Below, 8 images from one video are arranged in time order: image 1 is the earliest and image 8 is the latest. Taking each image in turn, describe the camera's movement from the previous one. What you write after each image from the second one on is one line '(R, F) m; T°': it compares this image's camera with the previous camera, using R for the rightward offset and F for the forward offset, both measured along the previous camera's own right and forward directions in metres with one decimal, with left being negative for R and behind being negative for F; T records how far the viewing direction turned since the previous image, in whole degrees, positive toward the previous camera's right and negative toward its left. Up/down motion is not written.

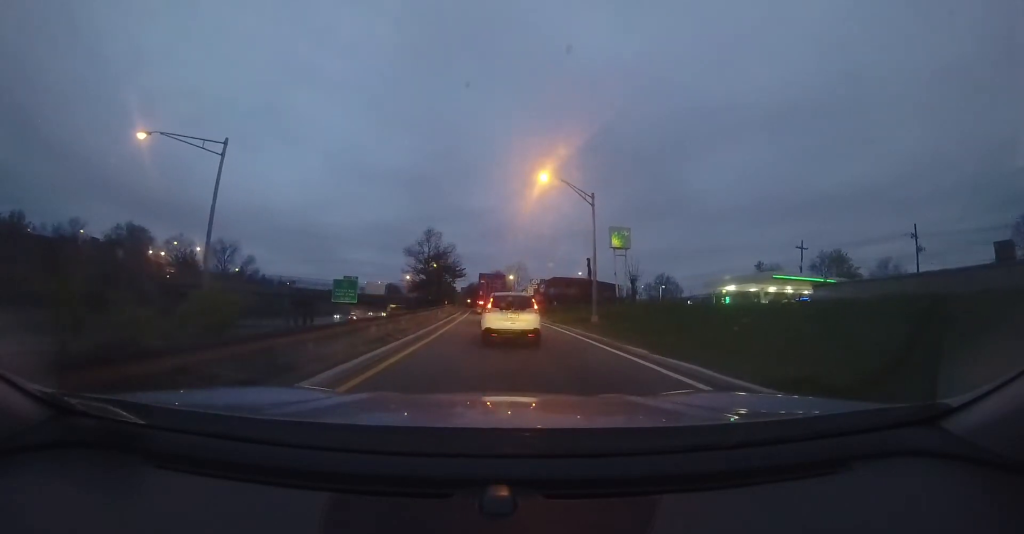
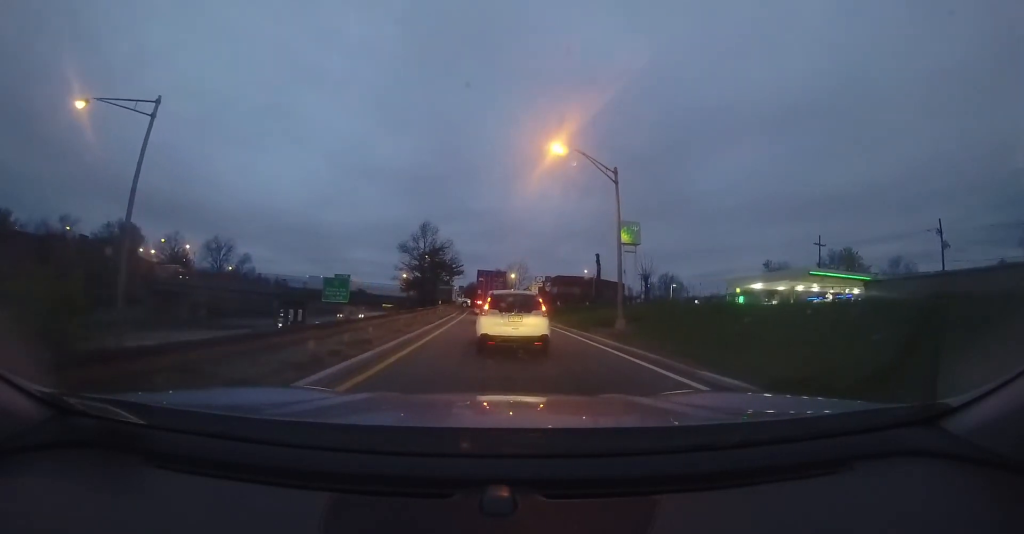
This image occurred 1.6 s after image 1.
(-0.3, +3.6) m; -2°
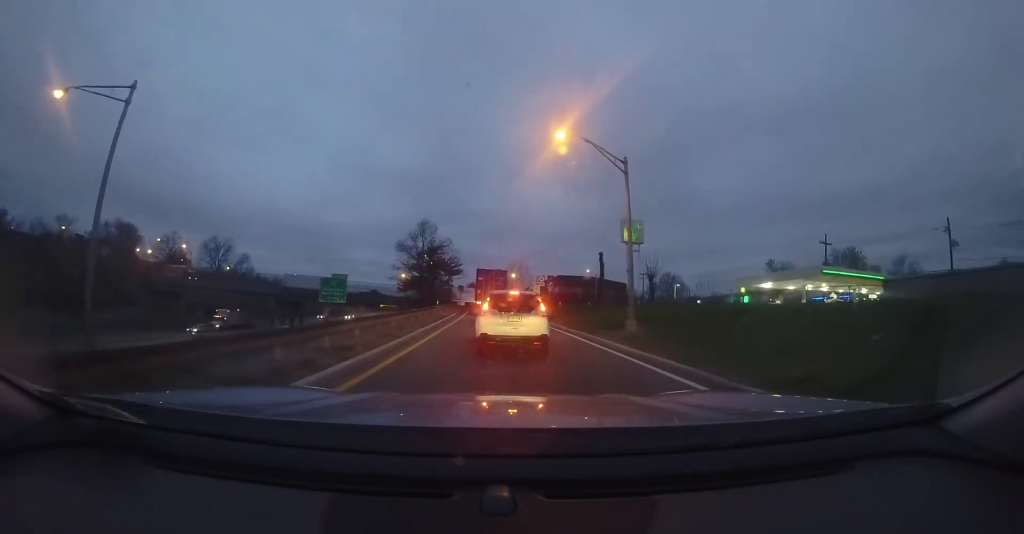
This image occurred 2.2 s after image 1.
(+0.1, +1.2) m; +1°
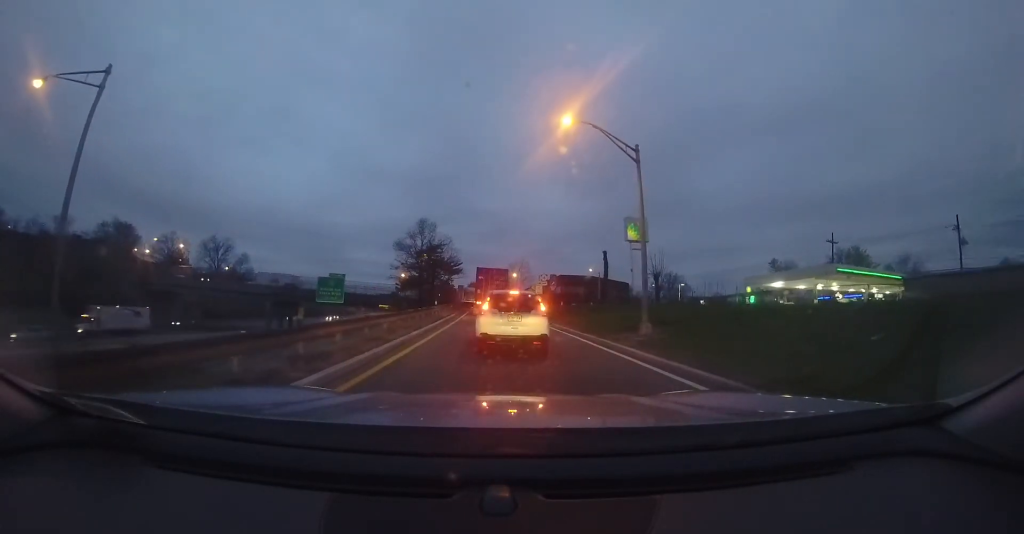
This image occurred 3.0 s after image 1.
(0.0, +1.2) m; +1°
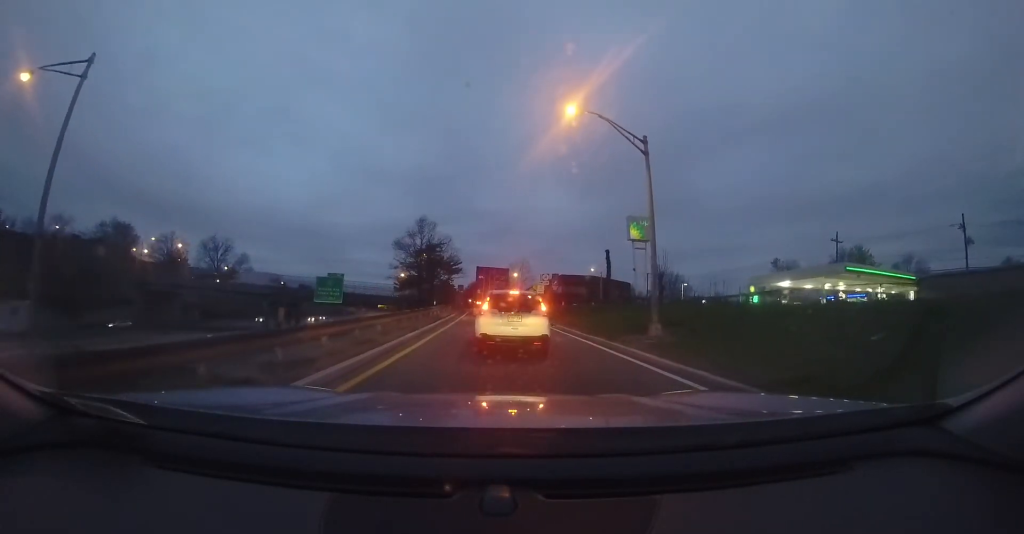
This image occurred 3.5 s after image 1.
(-0.1, +0.8) m; +1°
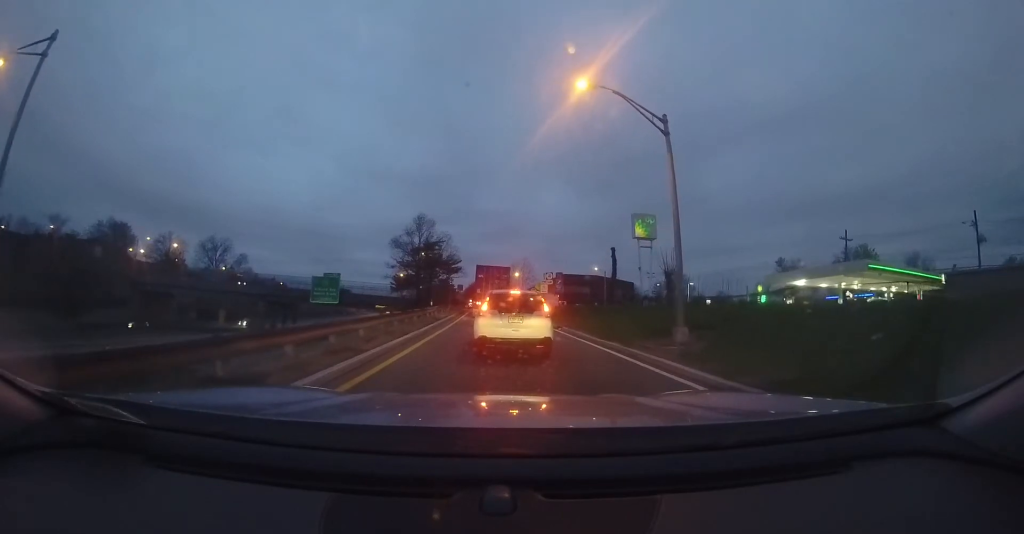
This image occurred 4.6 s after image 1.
(+0.2, +1.7) m; 0°
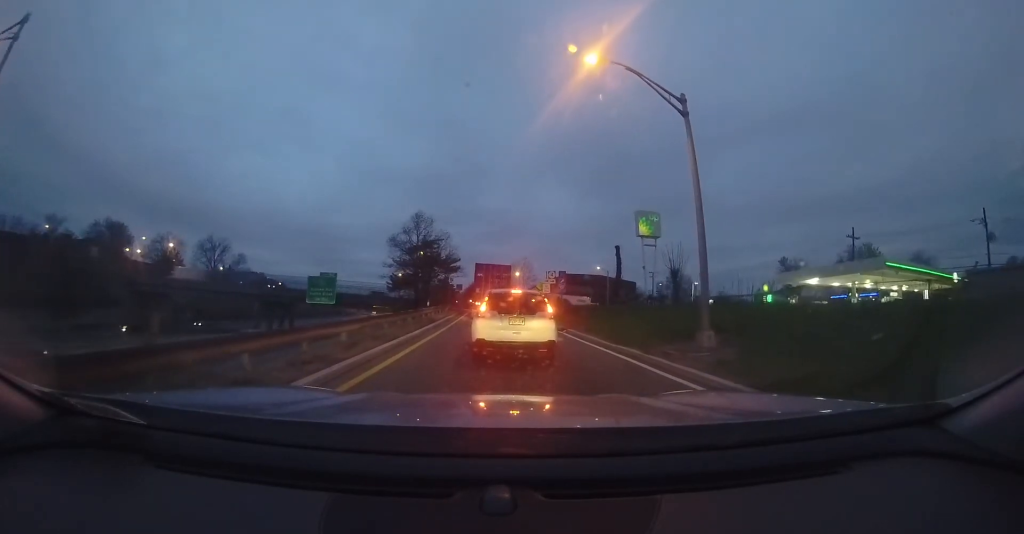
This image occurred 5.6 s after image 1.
(+0.2, +1.2) m; 0°
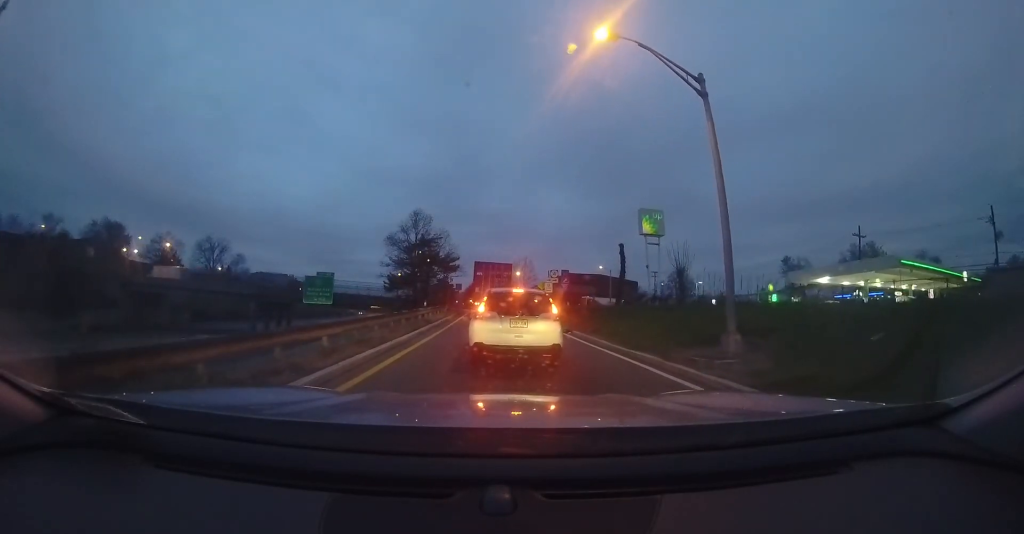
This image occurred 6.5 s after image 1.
(+0.2, +1.1) m; 0°
